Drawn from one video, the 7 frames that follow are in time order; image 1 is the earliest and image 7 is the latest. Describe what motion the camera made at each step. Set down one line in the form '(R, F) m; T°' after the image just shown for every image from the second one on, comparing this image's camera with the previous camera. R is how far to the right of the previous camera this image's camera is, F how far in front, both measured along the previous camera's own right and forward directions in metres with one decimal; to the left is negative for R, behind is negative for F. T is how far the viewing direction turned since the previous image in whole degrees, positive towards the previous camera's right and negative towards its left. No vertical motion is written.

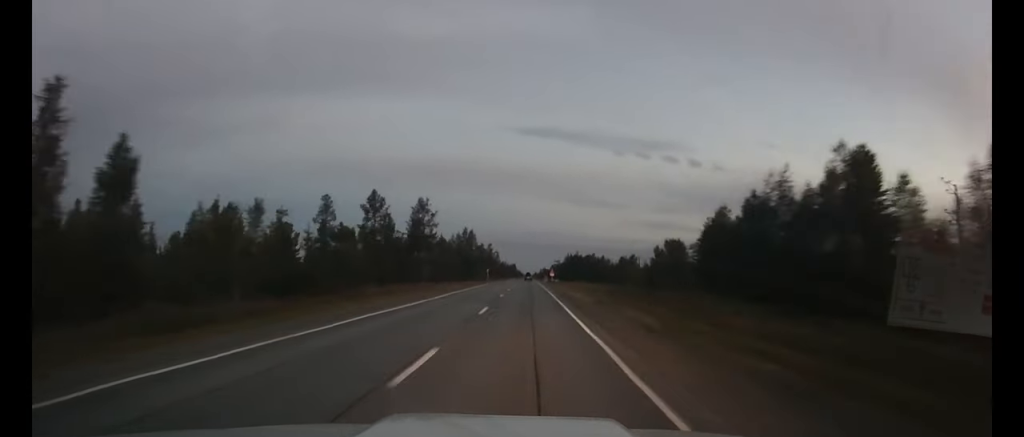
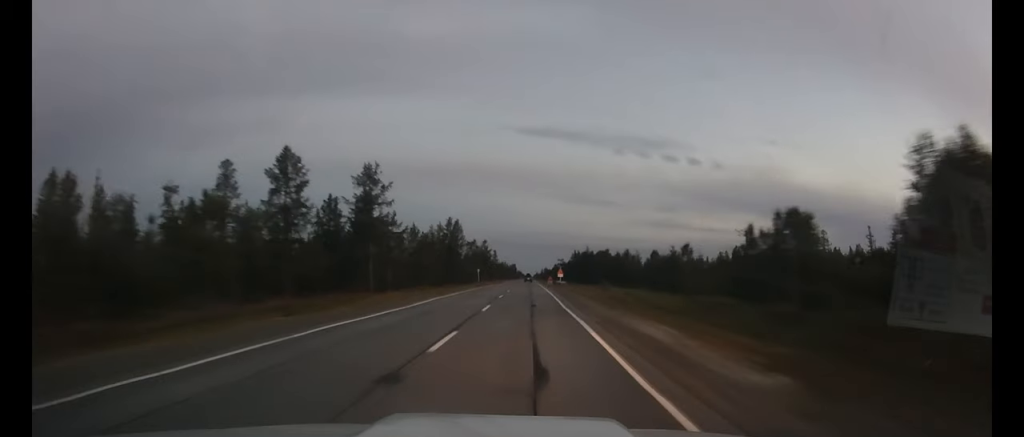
(0.0, +25.0) m; 0°
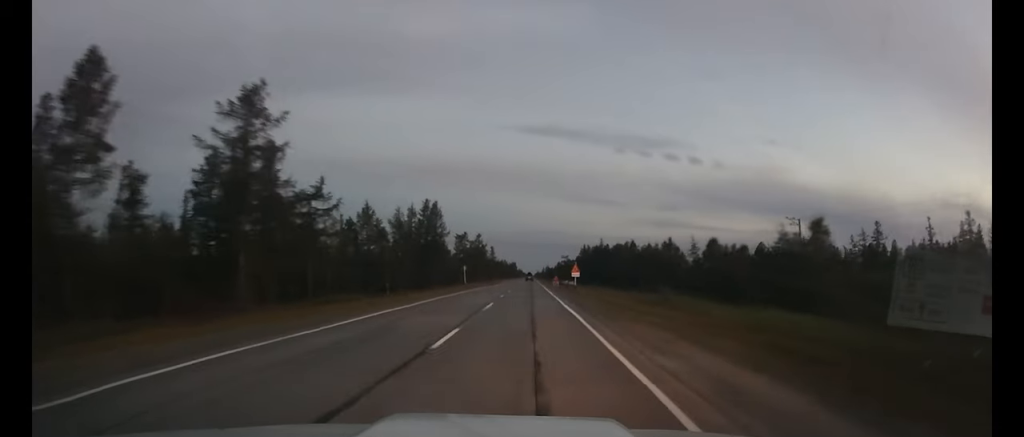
(0.0, +23.0) m; 0°
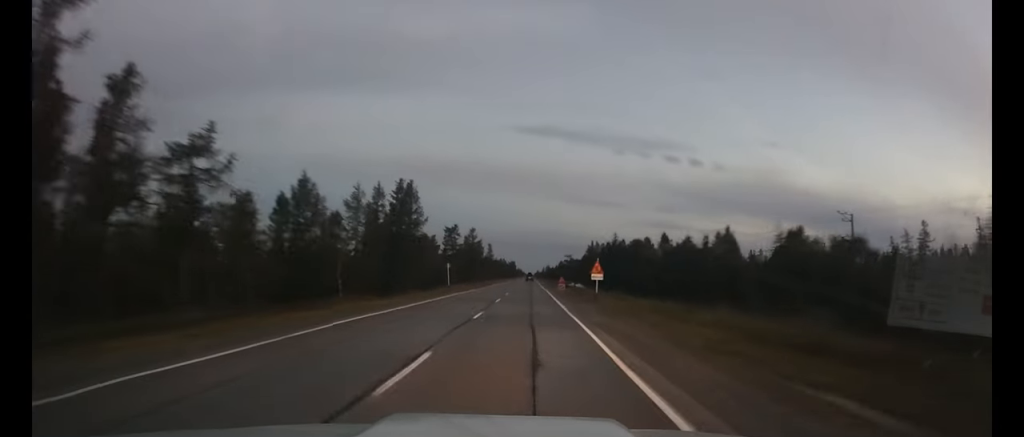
(0.0, +16.1) m; 0°
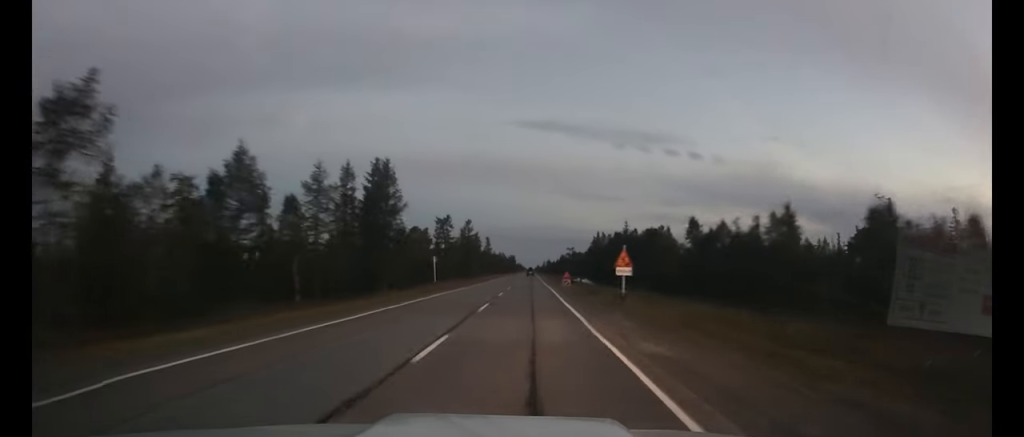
(0.0, +9.5) m; 0°
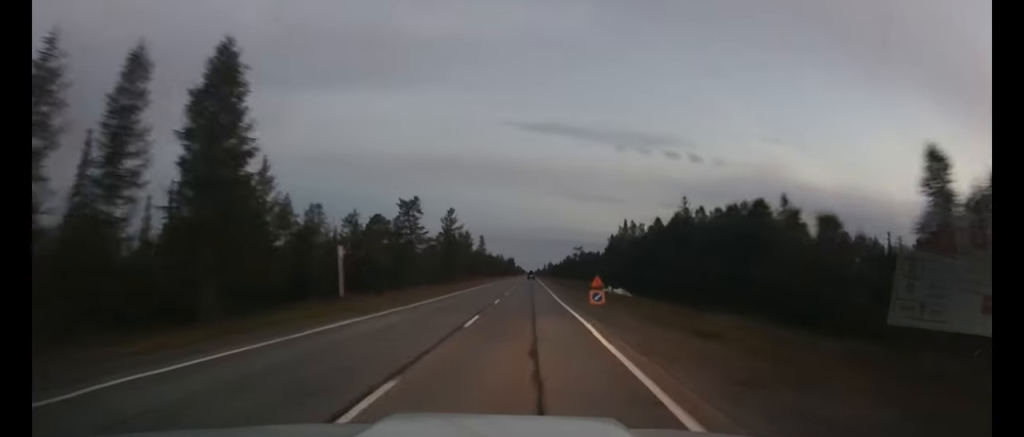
(0.0, +28.3) m; 0°
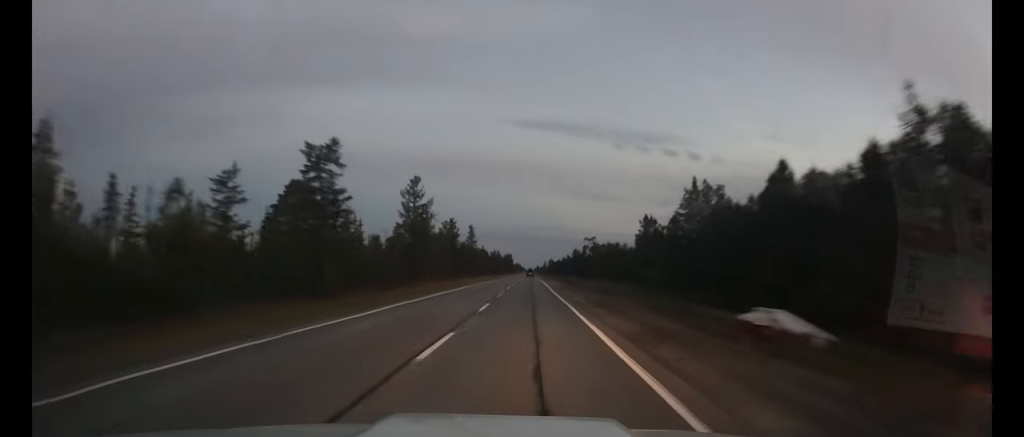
(-0.1, +30.5) m; 0°
